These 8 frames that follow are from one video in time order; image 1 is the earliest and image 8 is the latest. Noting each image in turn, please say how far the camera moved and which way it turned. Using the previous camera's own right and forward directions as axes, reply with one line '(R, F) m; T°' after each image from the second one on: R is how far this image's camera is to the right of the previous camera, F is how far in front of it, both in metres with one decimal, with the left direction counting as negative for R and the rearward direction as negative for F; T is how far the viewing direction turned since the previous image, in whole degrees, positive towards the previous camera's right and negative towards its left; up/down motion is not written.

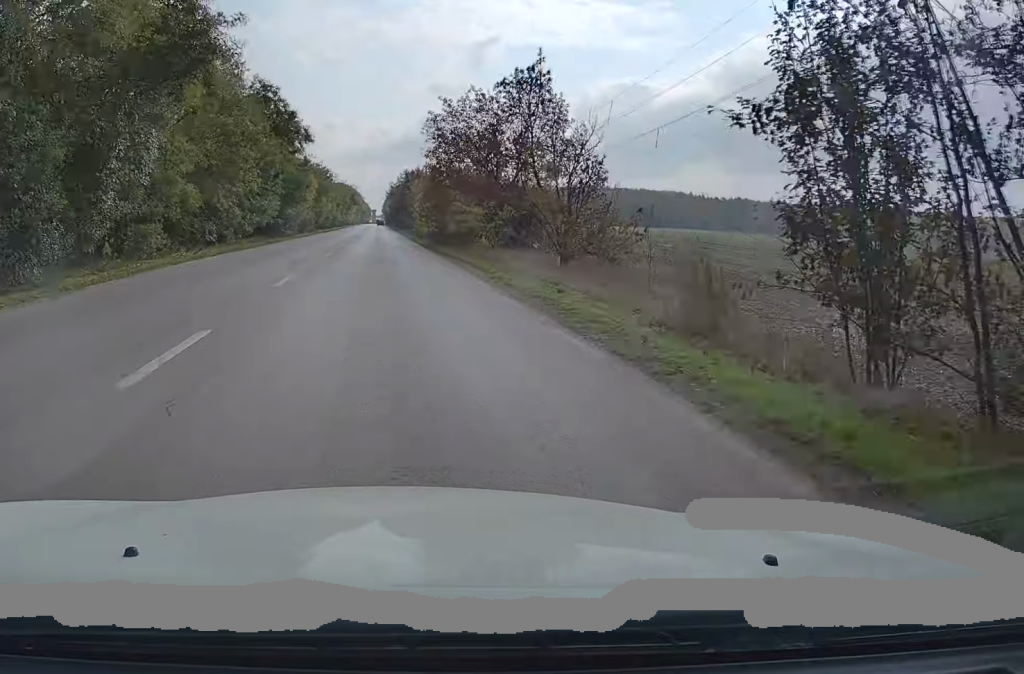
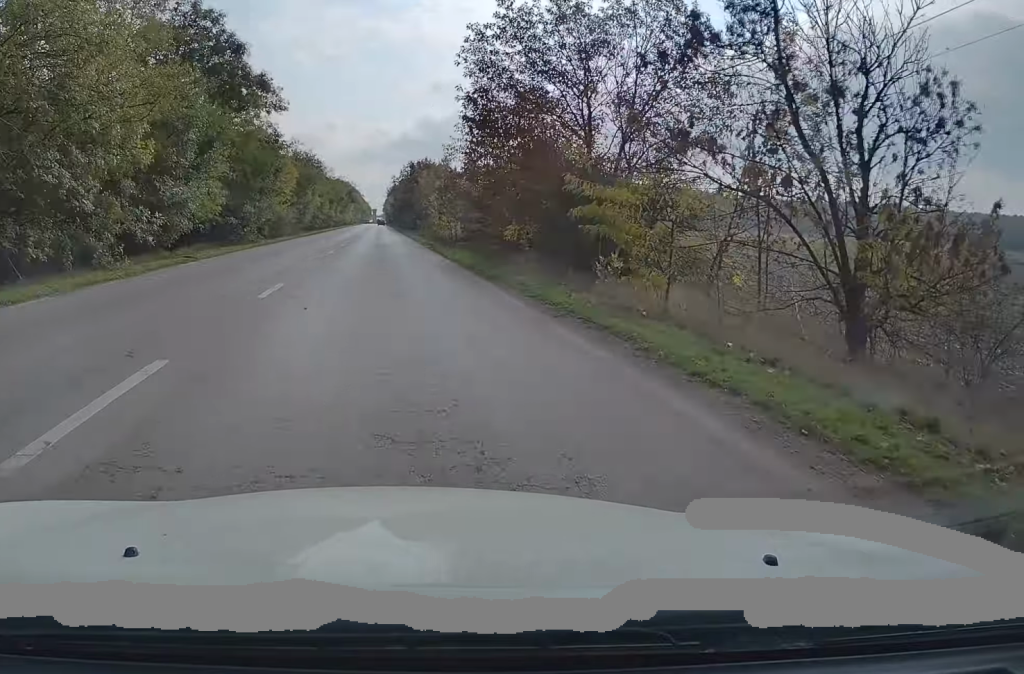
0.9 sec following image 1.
(-0.1, +19.8) m; 0°
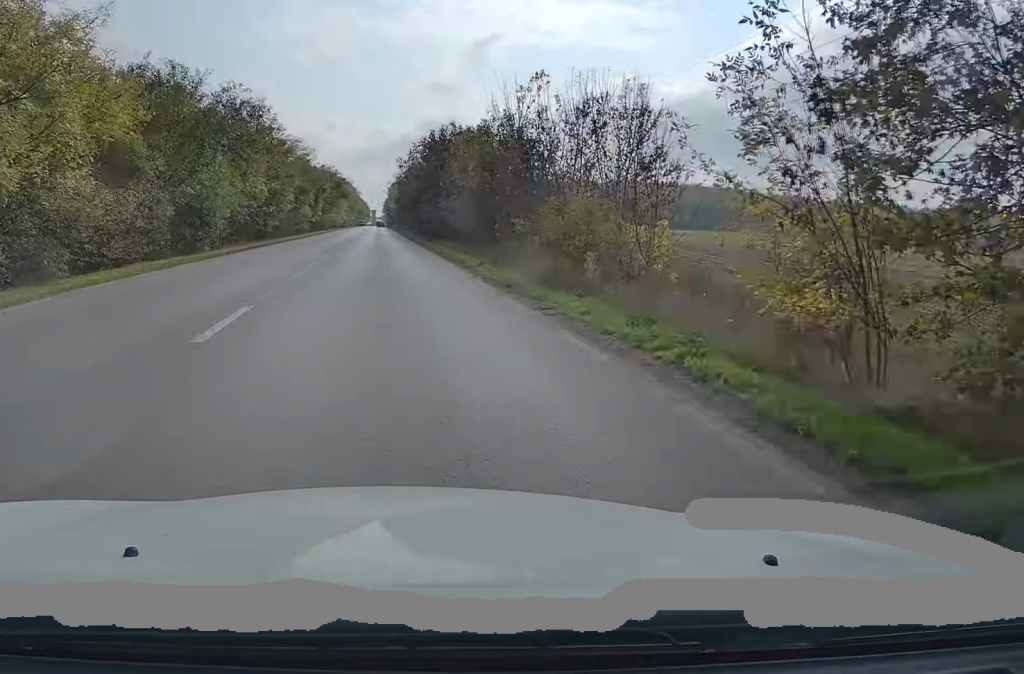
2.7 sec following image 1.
(0.0, +40.3) m; 0°
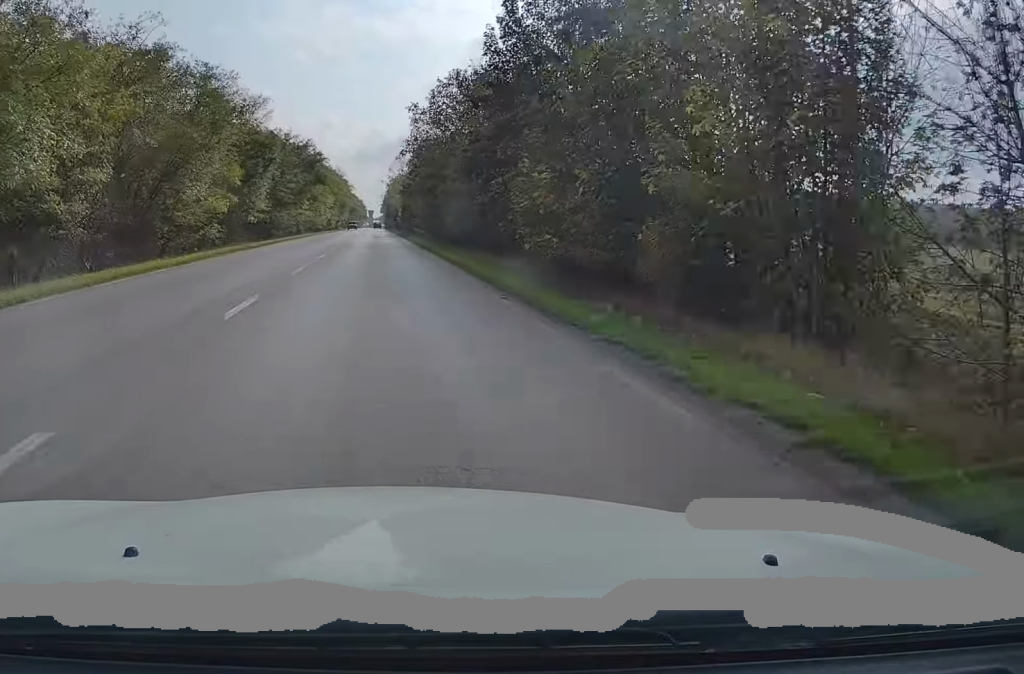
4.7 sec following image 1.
(0.0, +42.7) m; 0°
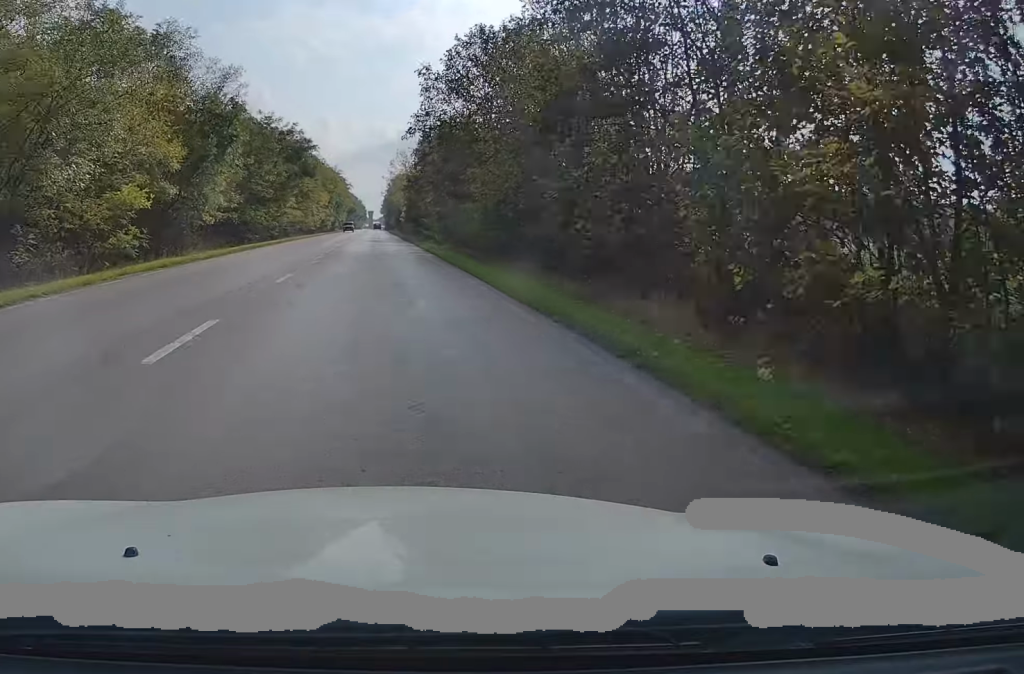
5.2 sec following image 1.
(+0.1, +12.4) m; 0°
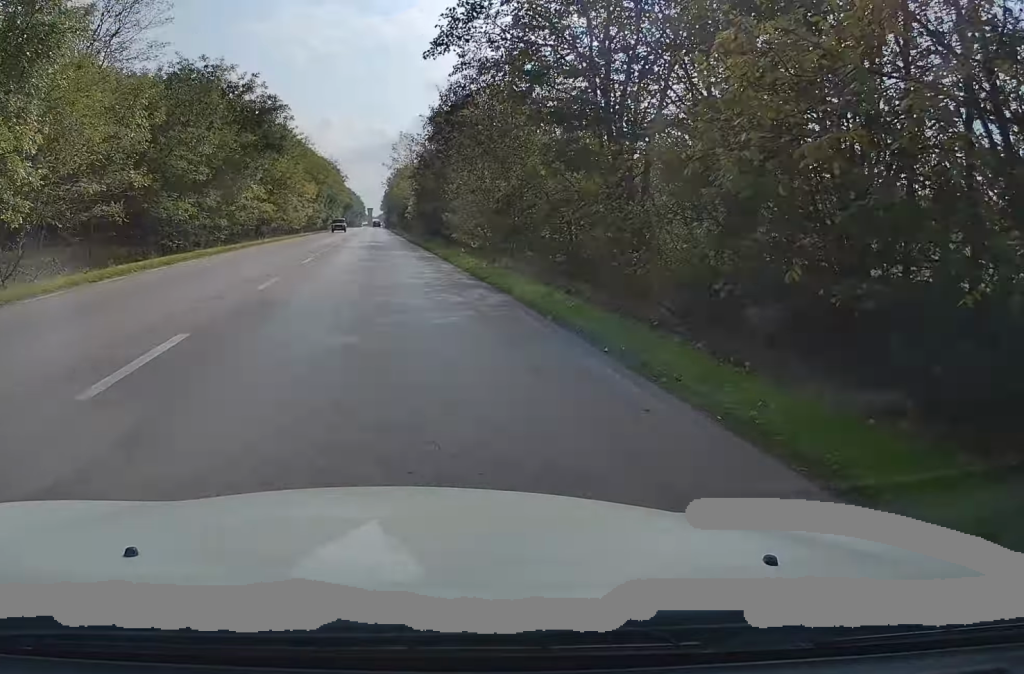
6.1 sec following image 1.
(+0.1, +19.5) m; 0°
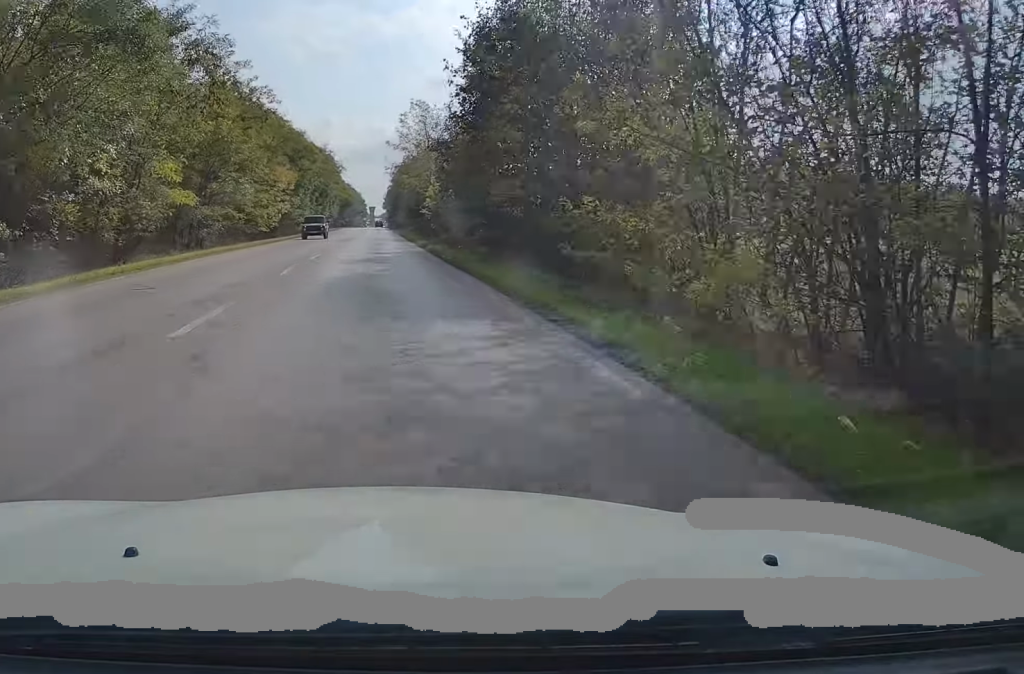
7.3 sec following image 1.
(-0.2, +23.9) m; -1°
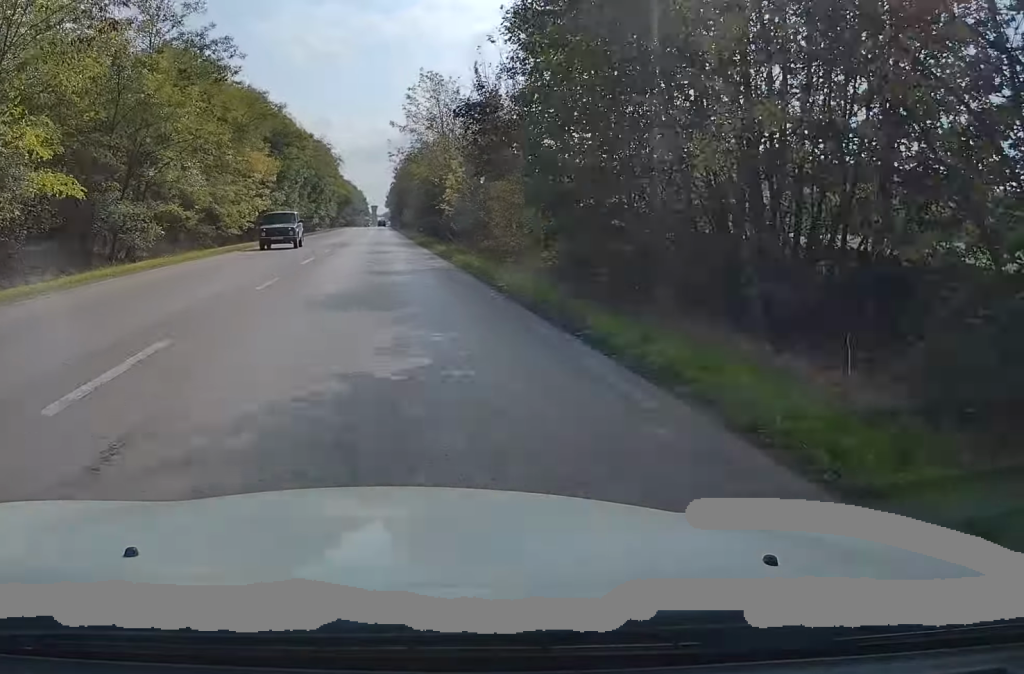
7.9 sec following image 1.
(0.0, +12.4) m; 0°
